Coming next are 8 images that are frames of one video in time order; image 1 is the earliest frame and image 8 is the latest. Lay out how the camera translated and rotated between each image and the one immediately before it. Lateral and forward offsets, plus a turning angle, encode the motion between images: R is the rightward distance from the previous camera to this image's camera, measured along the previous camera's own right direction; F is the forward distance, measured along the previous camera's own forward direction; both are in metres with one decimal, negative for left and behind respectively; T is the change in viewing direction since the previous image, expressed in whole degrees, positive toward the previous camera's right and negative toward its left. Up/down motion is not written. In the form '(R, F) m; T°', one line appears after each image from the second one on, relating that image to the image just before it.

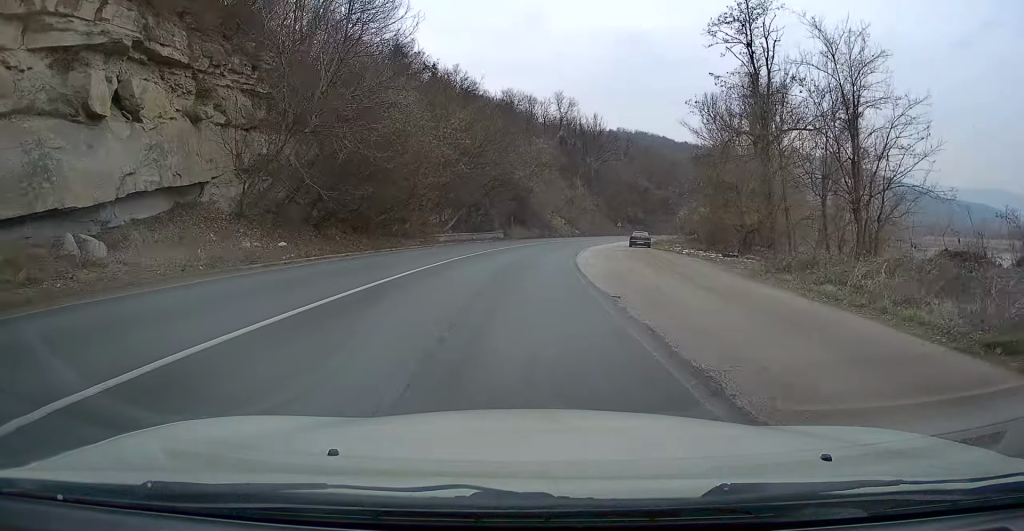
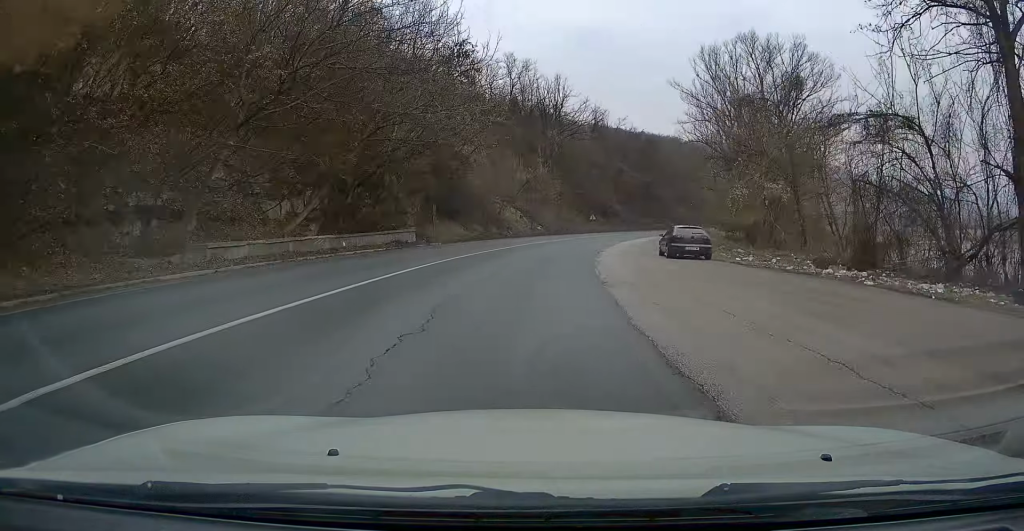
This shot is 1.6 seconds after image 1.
(+0.5, +26.8) m; +4°
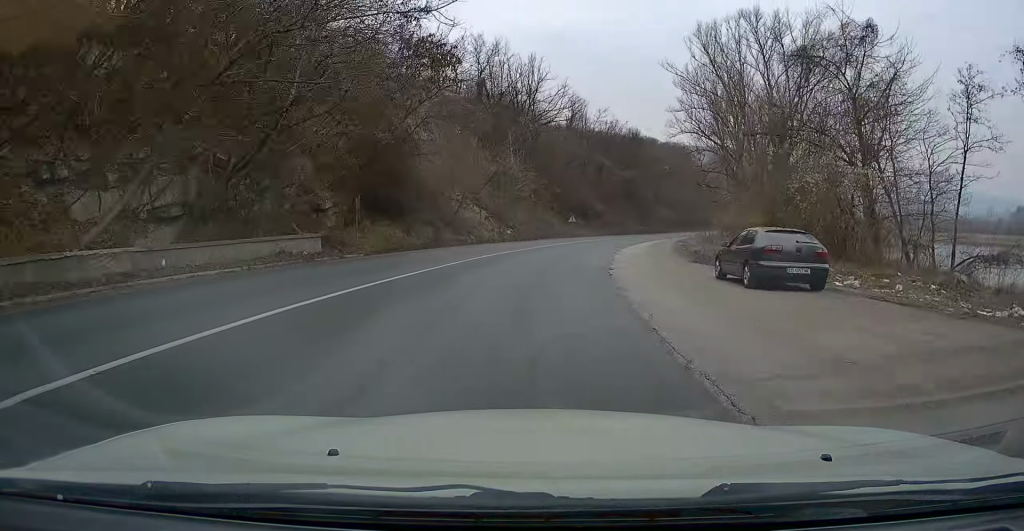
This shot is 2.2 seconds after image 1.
(+0.6, +11.6) m; +3°
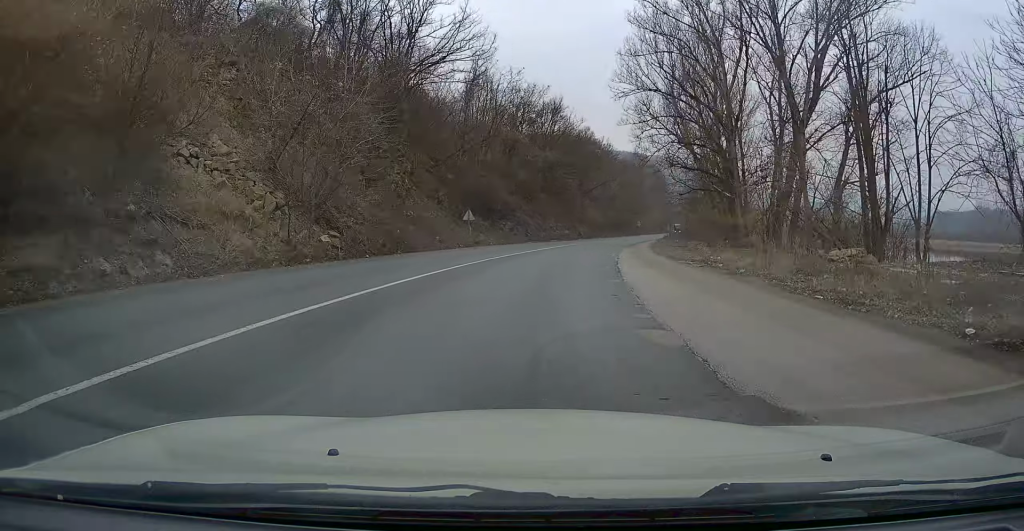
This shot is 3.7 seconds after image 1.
(+1.4, +26.1) m; +7°
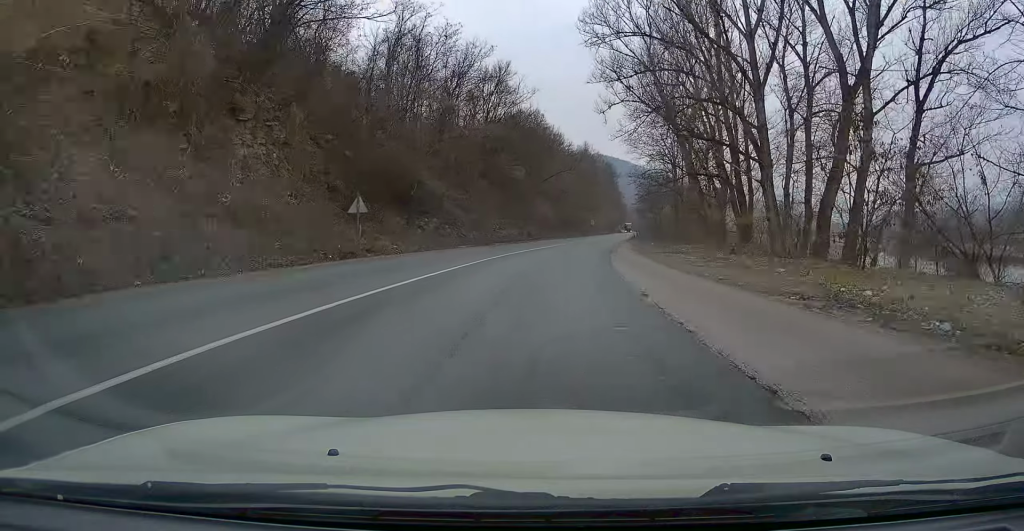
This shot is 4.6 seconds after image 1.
(+0.6, +15.4) m; +6°
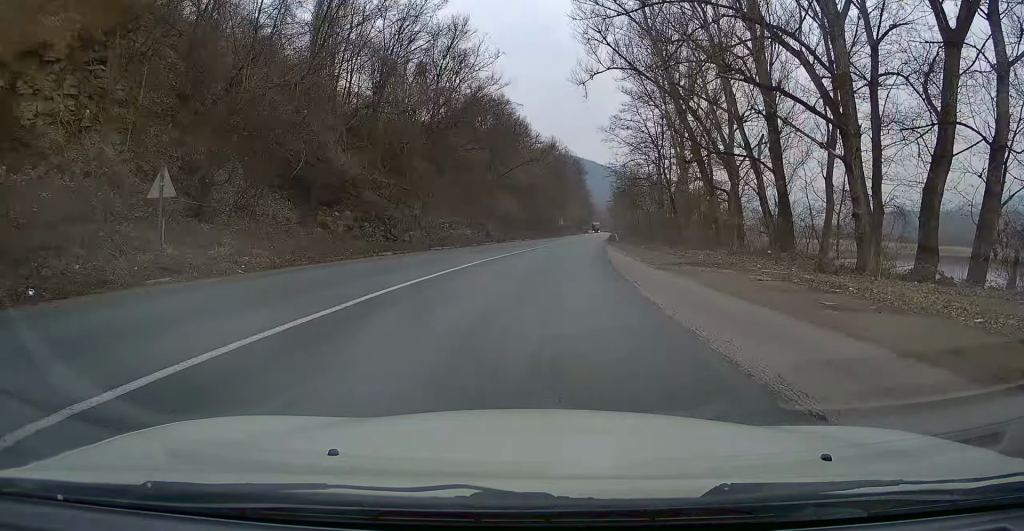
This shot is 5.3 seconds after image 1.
(+0.8, +12.0) m; +4°
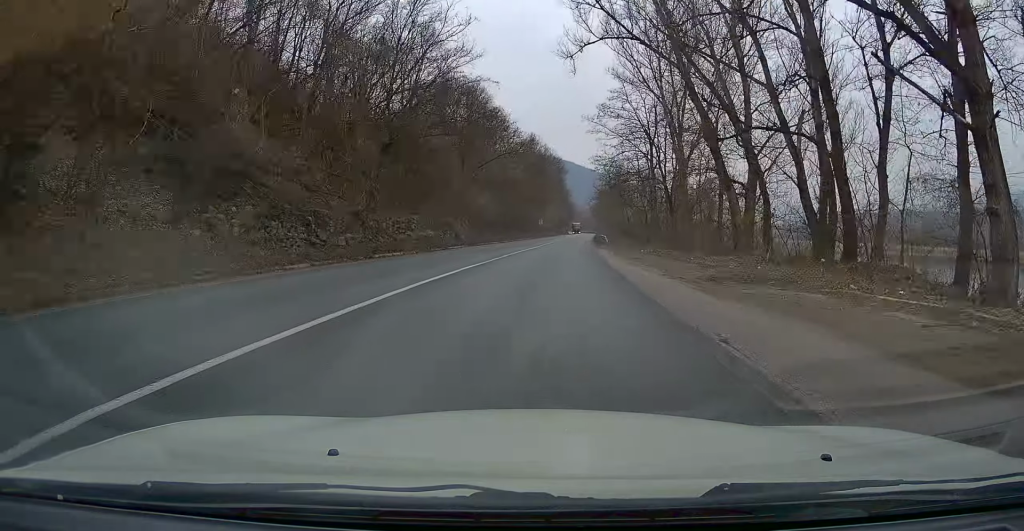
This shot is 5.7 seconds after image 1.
(+0.1, +7.8) m; +2°
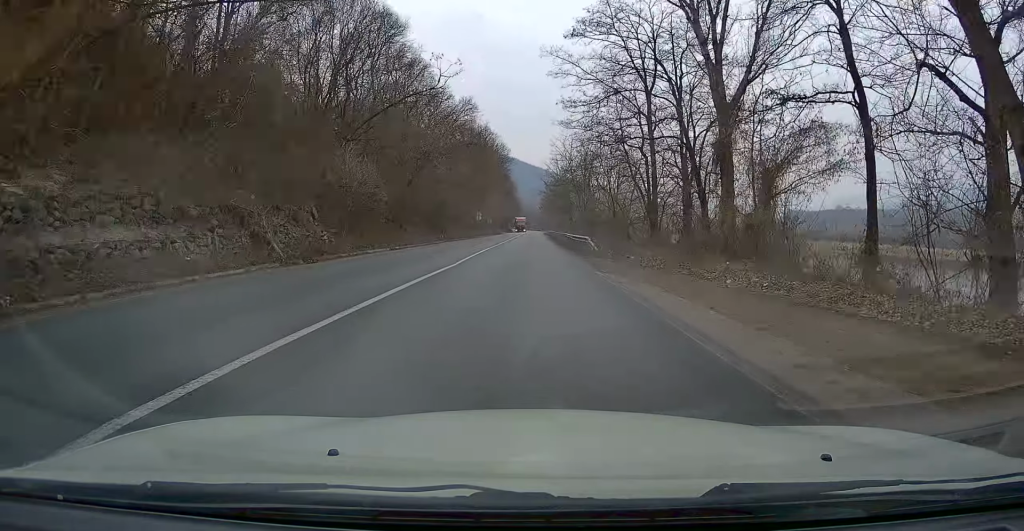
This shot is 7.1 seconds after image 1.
(+1.2, +24.8) m; +4°
